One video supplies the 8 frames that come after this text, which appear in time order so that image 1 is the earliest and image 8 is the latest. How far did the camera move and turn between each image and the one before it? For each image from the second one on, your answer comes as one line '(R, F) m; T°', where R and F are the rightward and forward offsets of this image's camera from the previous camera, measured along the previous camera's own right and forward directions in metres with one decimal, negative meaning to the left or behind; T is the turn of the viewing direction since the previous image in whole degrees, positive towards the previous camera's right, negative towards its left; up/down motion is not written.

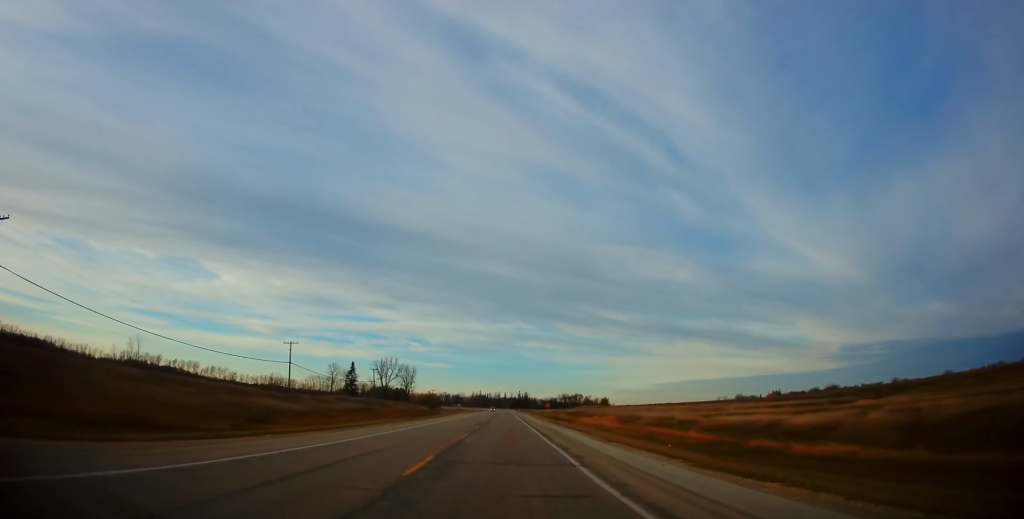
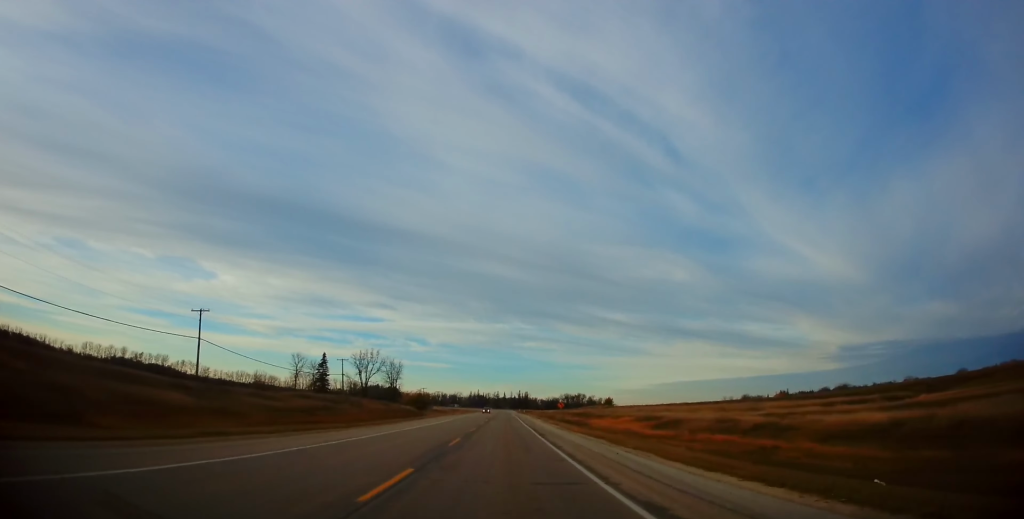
(-0.6, +29.2) m; -1°
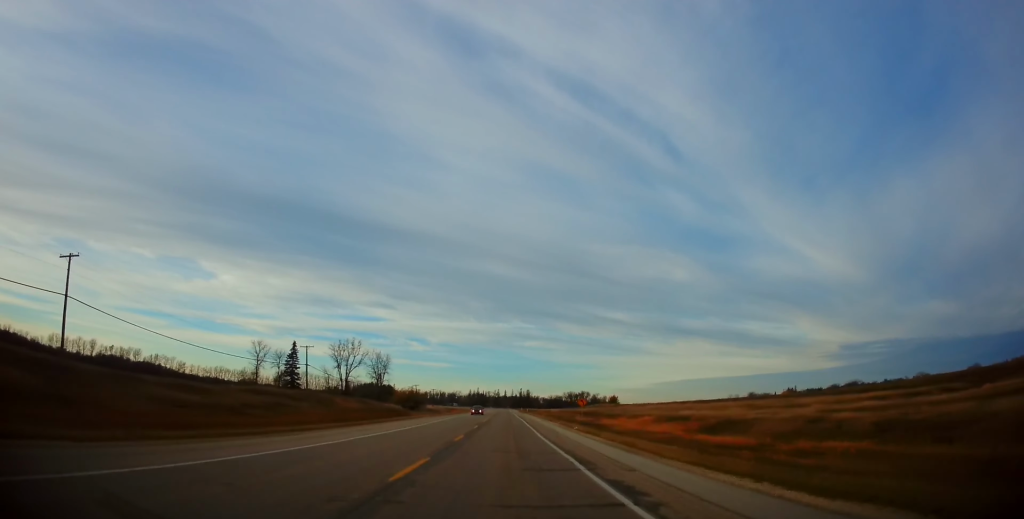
(-0.4, +24.6) m; +2°
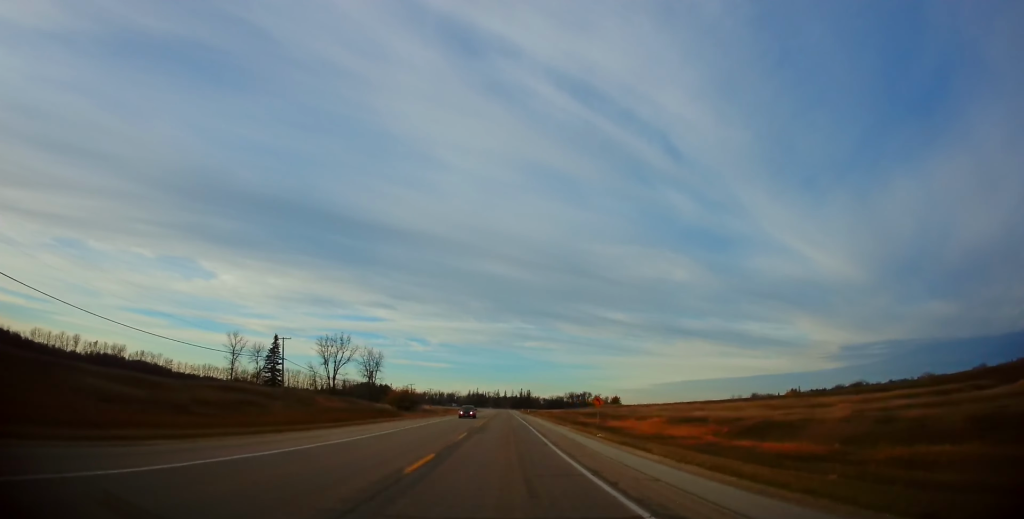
(+0.8, +7.4) m; +1°
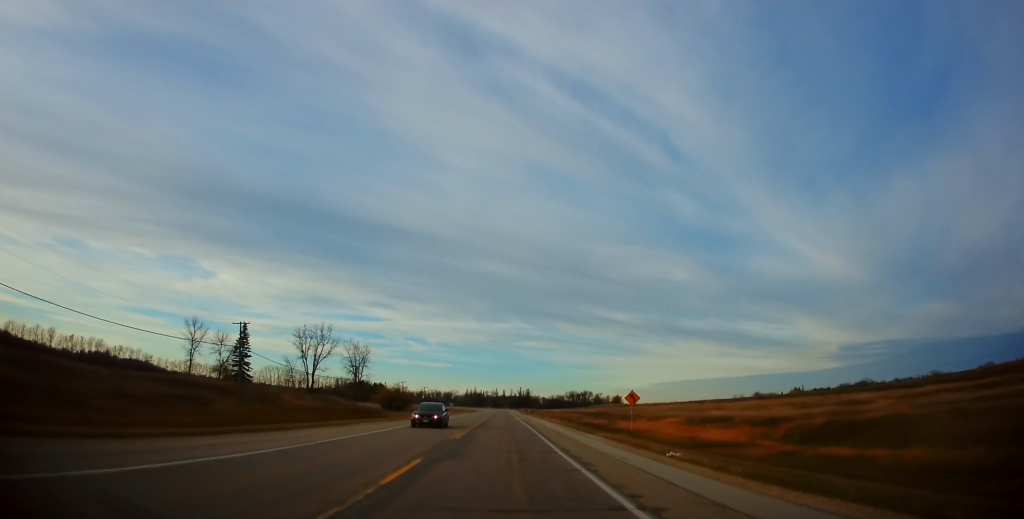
(+0.8, +10.5) m; +1°
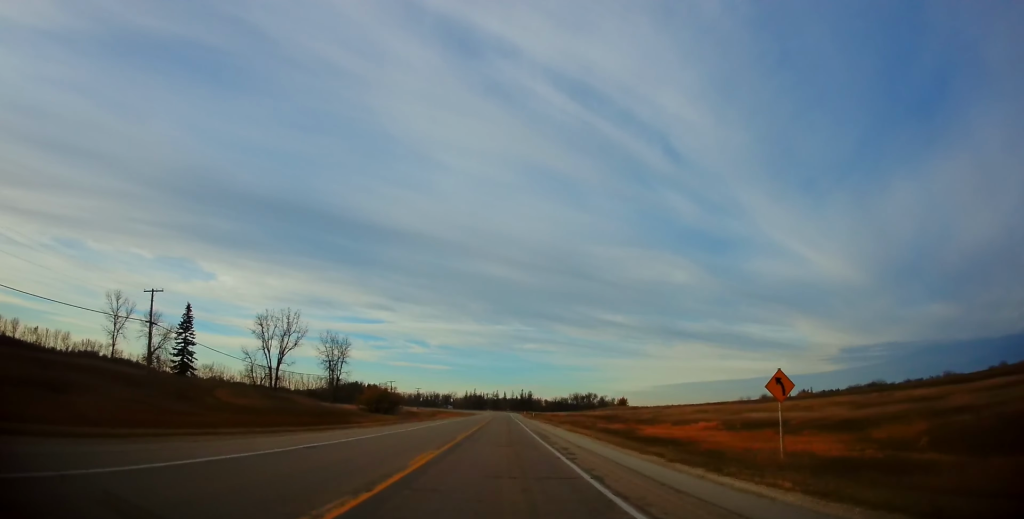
(-1.1, +24.5) m; -2°
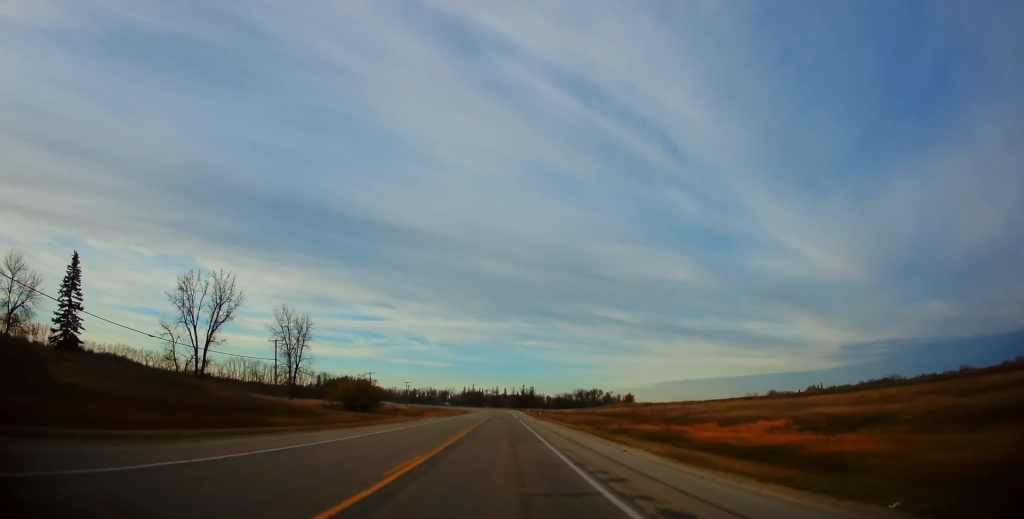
(-0.3, +30.3) m; 0°
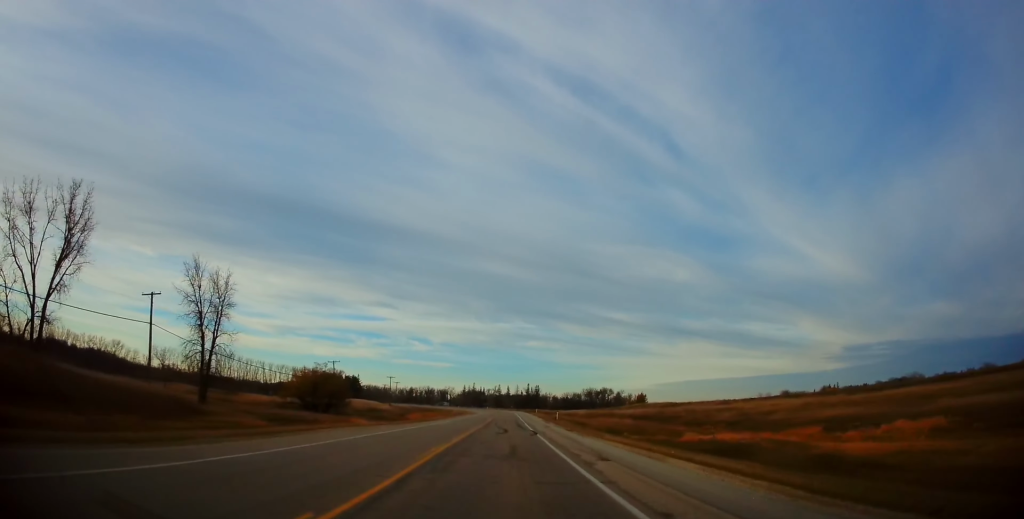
(0.0, +35.6) m; -1°
